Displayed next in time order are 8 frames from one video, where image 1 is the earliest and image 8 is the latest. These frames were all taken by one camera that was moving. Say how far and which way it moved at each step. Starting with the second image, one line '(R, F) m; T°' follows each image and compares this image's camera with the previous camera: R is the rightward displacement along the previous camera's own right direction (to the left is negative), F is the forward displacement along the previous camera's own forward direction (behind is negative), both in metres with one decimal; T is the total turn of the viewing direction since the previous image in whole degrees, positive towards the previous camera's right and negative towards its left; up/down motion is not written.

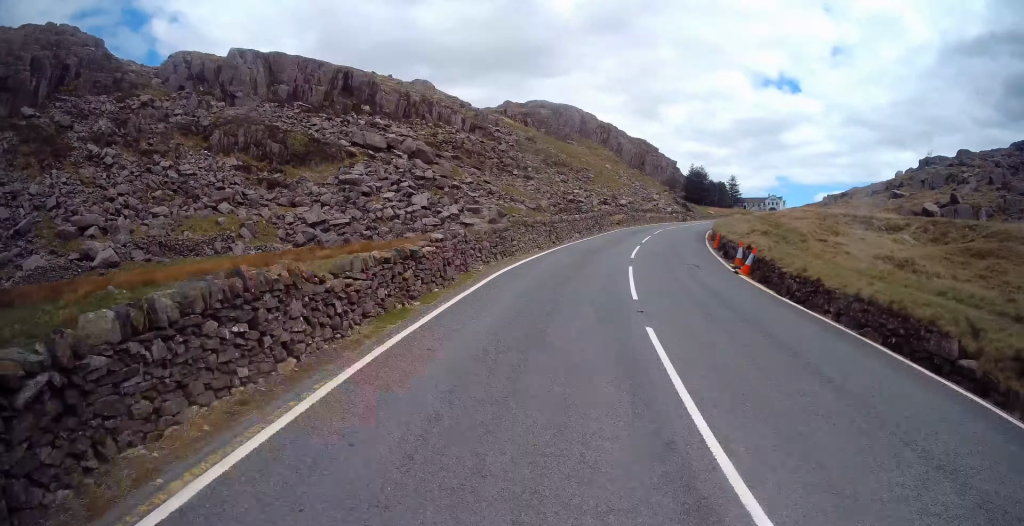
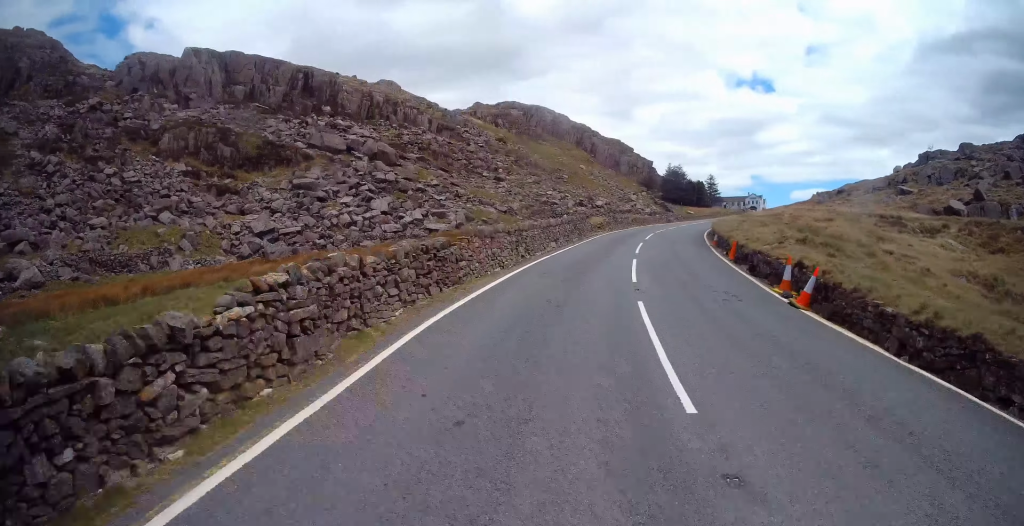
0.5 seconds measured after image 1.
(-0.2, +6.0) m; +2°
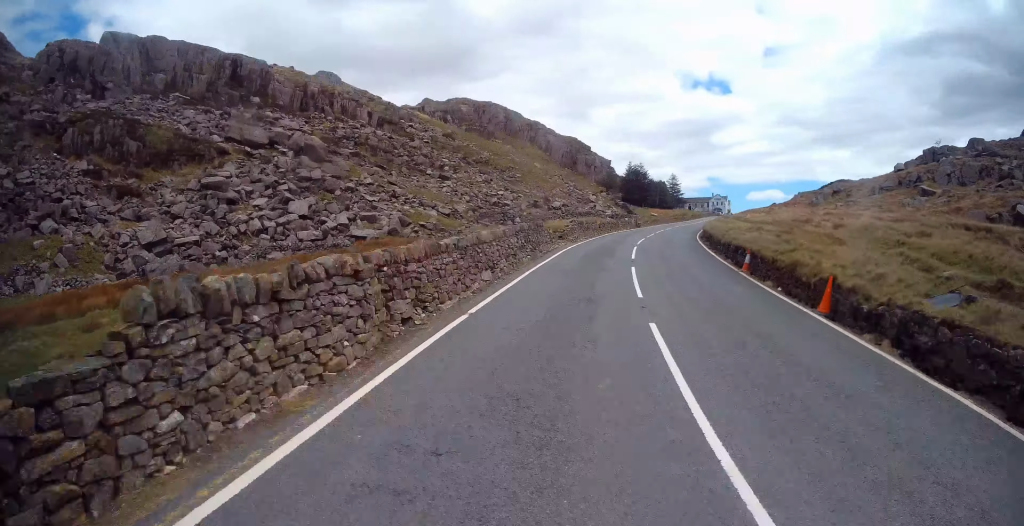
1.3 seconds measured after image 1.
(+0.8, +10.3) m; +6°
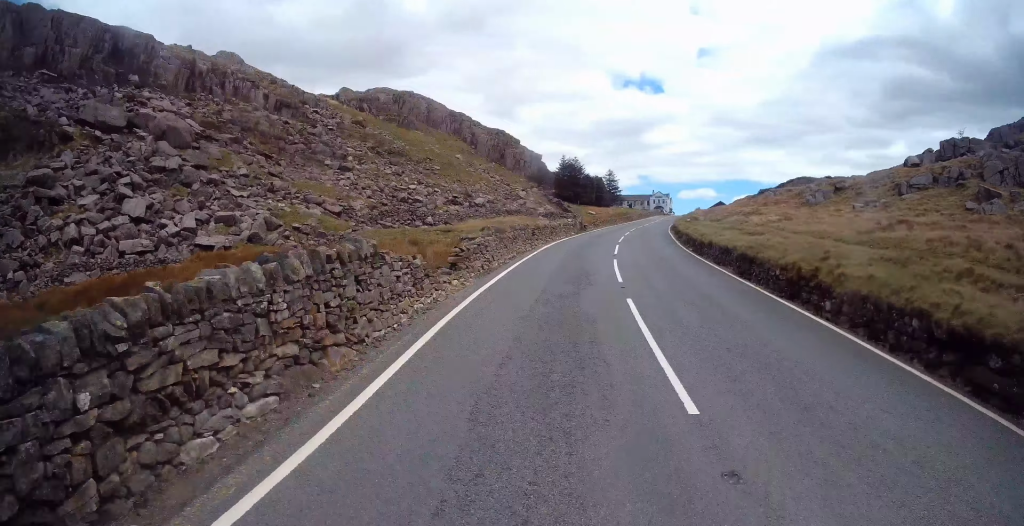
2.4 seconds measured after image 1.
(+0.8, +15.2) m; +4°
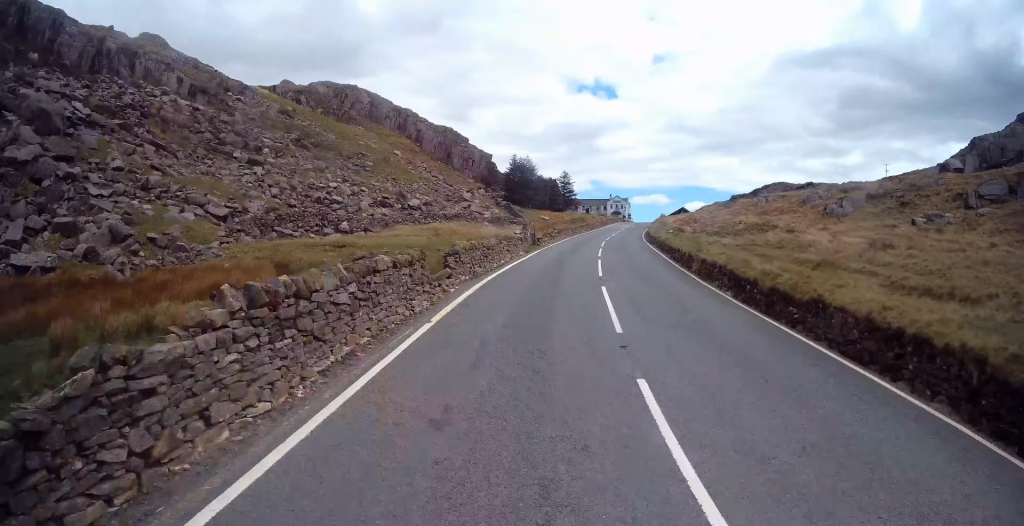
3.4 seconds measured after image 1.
(+0.1, +12.5) m; +5°
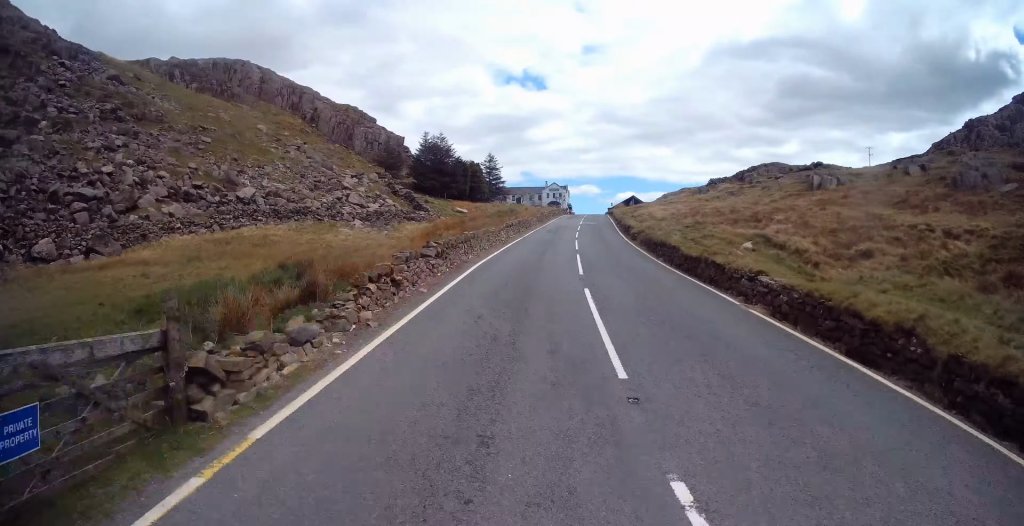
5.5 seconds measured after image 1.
(+3.3, +27.6) m; +9°
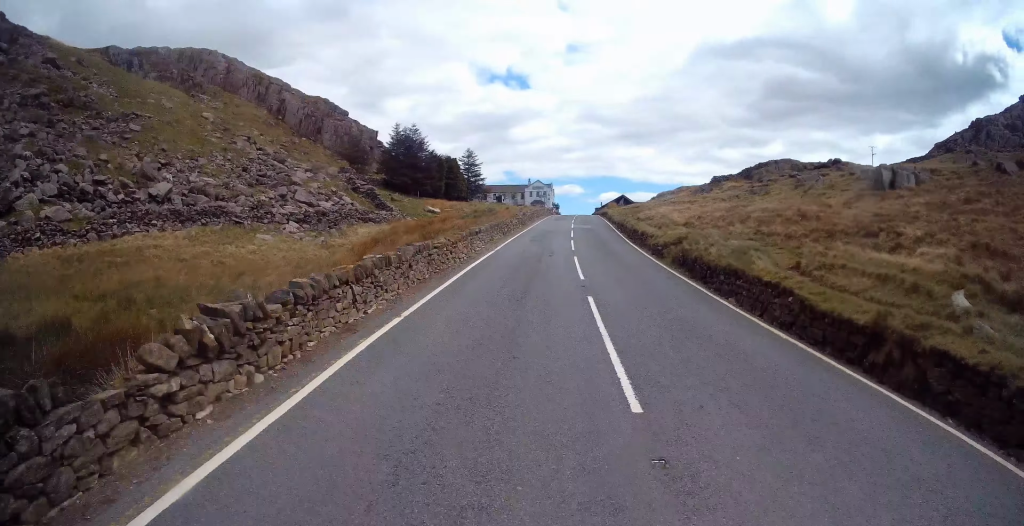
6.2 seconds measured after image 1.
(0.0, +9.7) m; +1°
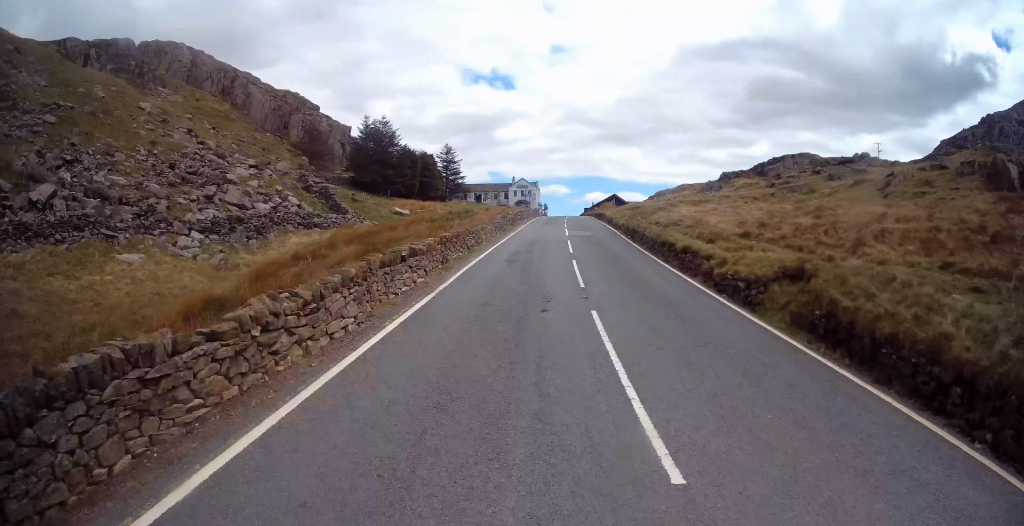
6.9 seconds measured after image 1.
(+0.1, +9.9) m; +1°
